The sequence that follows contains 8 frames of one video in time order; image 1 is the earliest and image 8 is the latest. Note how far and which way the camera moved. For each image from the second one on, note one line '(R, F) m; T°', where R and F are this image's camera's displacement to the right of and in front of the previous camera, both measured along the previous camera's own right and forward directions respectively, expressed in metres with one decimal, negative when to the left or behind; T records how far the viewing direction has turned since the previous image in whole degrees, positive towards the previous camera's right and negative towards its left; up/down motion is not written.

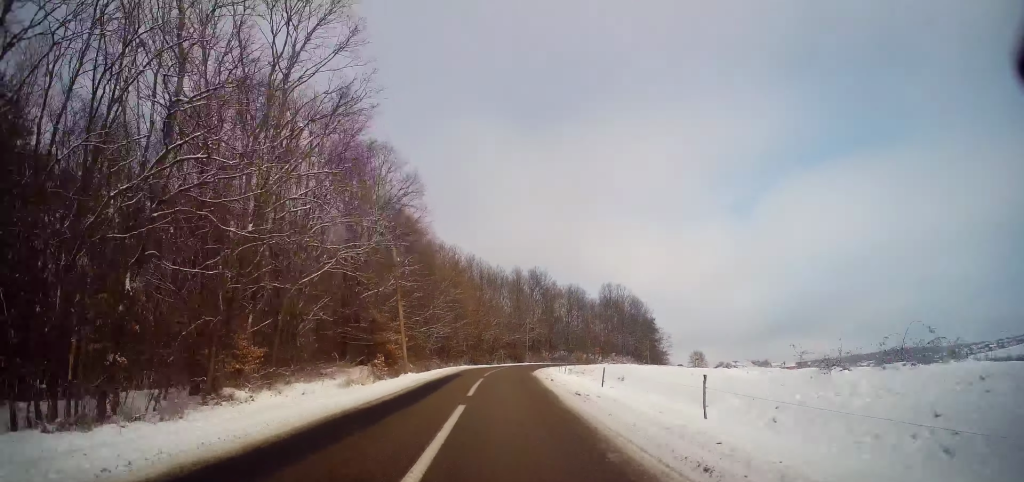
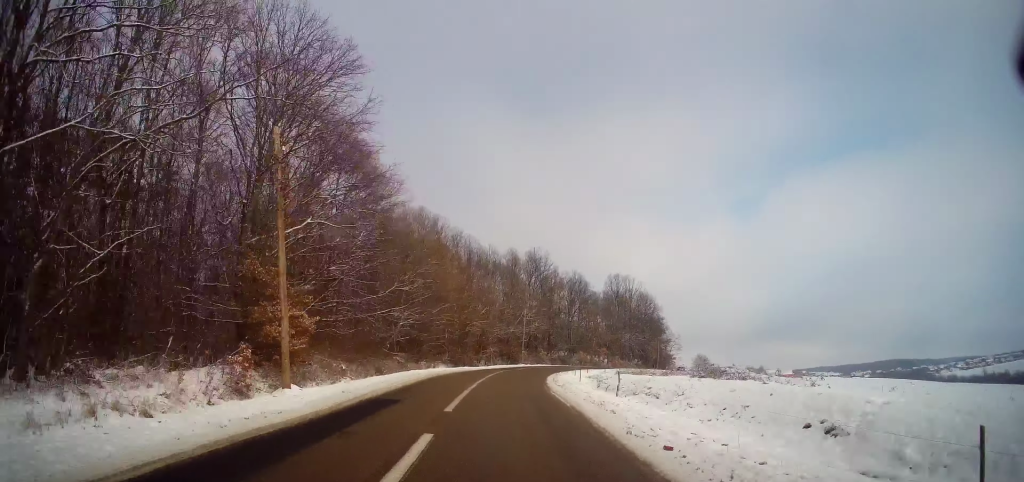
(+0.4, +16.8) m; +1°
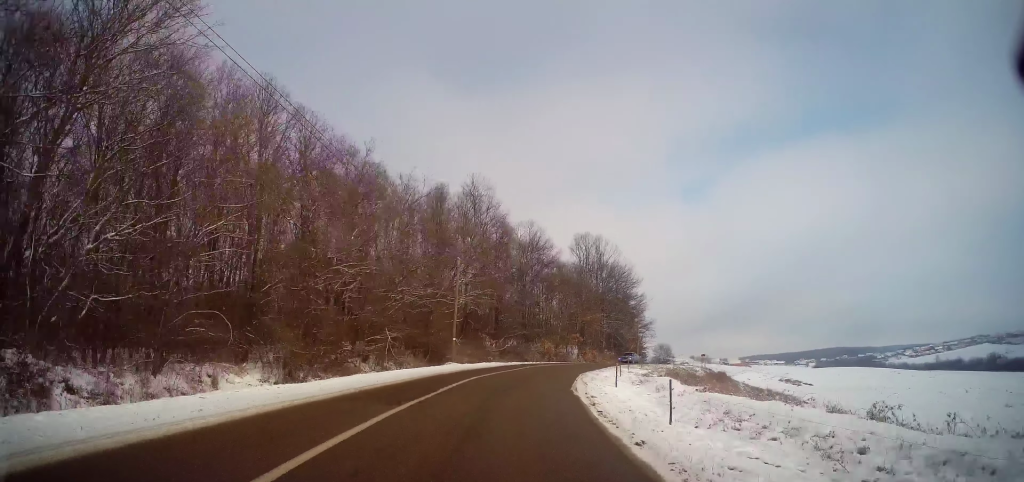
(+0.9, +31.8) m; +6°
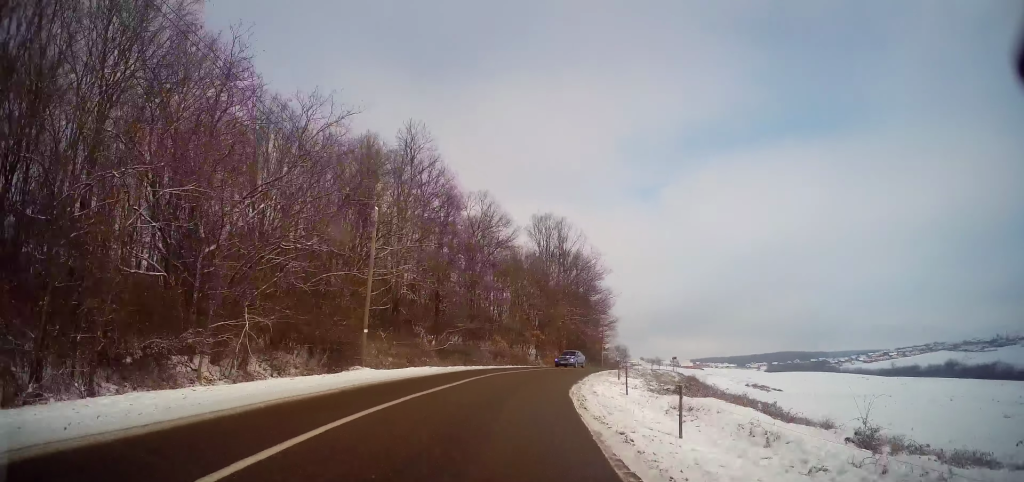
(+0.7, +12.5) m; +5°
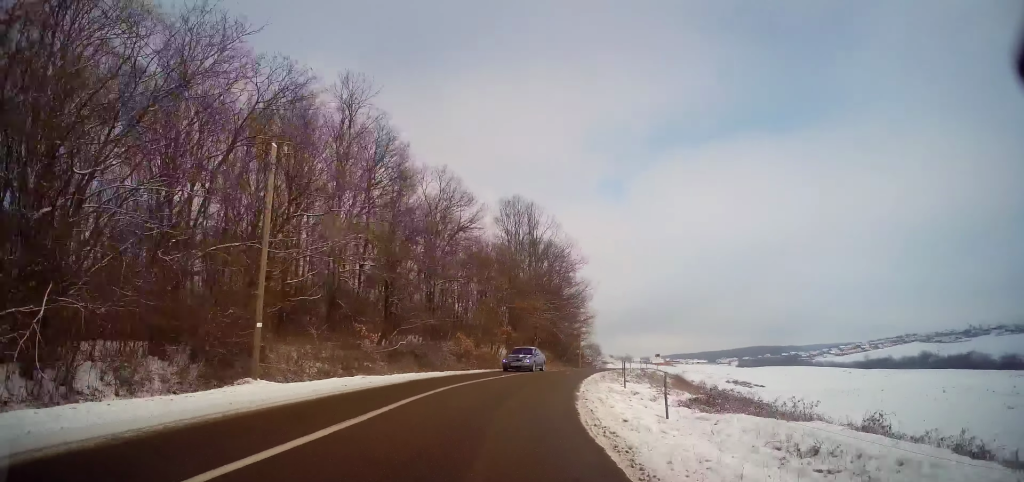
(+0.3, +7.9) m; +3°
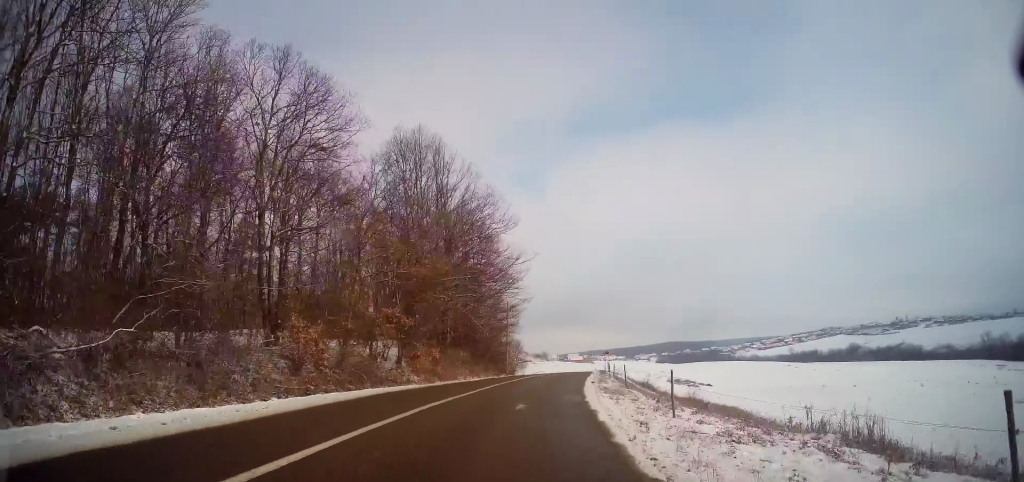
(+1.4, +19.2) m; +8°
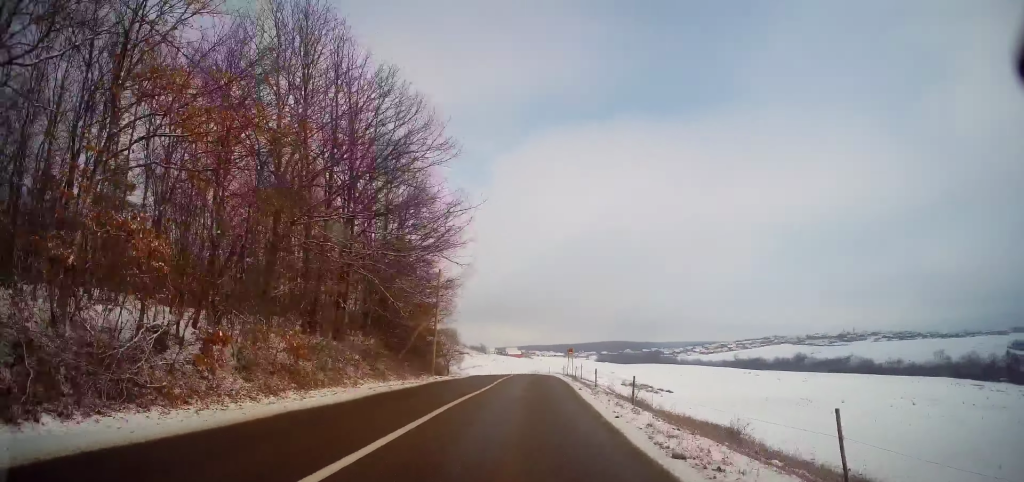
(+0.8, +15.4) m; +6°
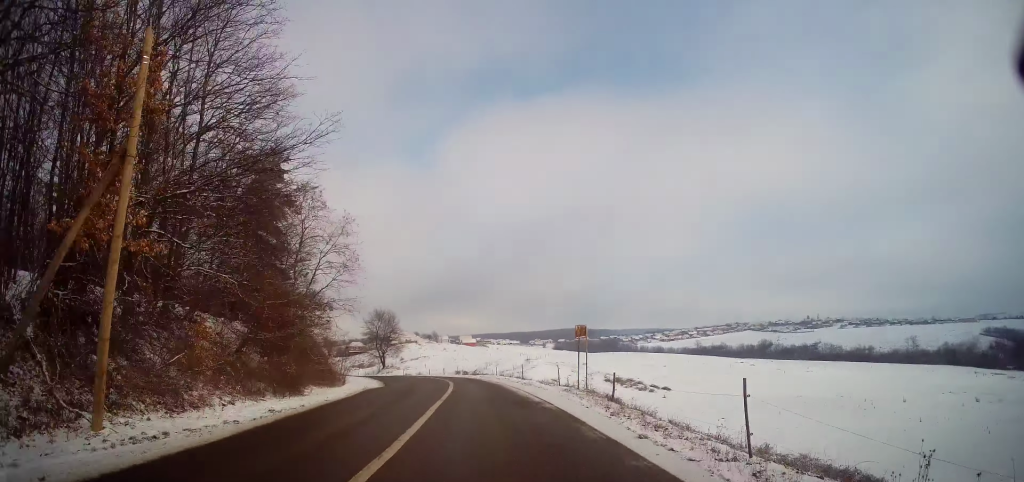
(+1.8, +25.3) m; +5°
